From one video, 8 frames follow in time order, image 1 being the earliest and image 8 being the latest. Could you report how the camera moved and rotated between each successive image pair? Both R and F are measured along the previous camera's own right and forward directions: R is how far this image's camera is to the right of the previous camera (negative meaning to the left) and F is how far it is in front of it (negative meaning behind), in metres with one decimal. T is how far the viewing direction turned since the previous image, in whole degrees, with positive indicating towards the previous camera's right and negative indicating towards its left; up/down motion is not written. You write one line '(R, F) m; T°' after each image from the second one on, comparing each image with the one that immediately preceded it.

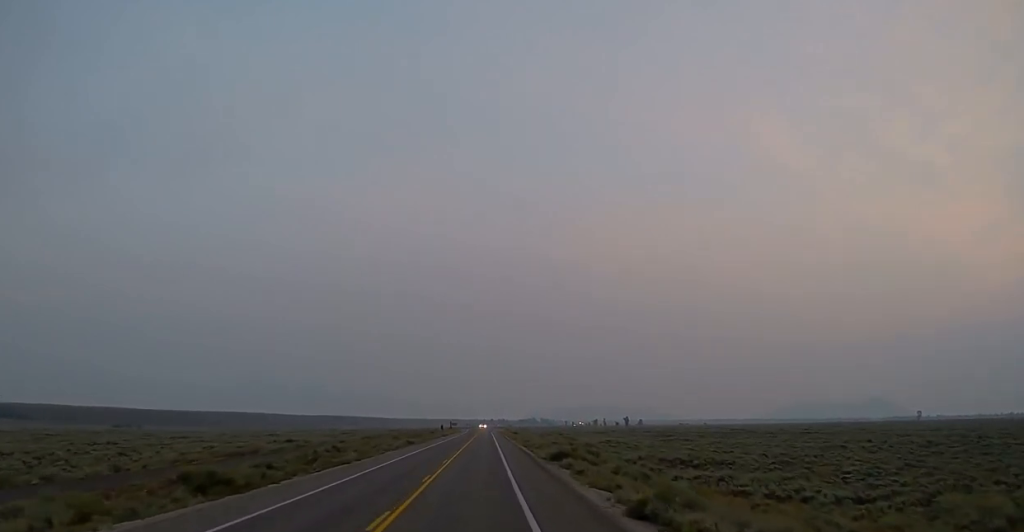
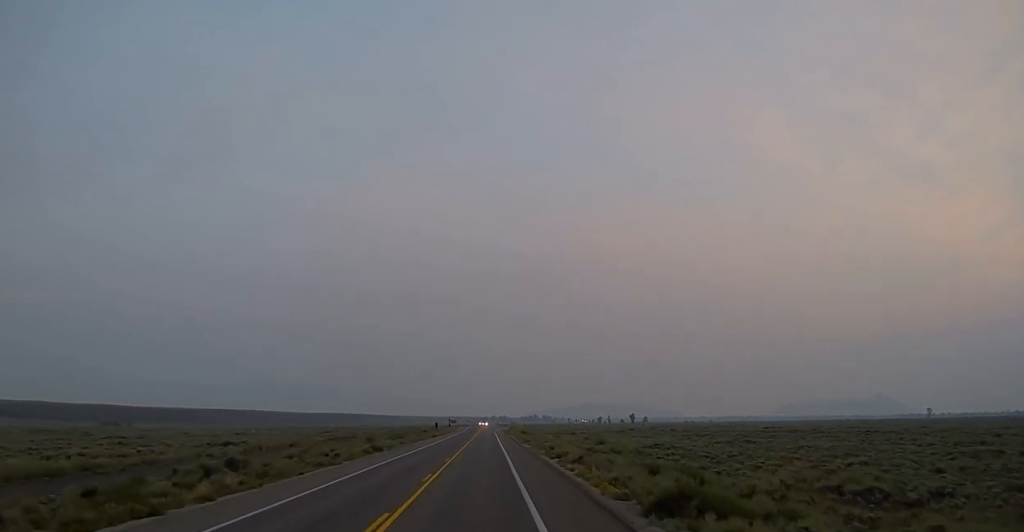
(+0.1, +26.4) m; 0°
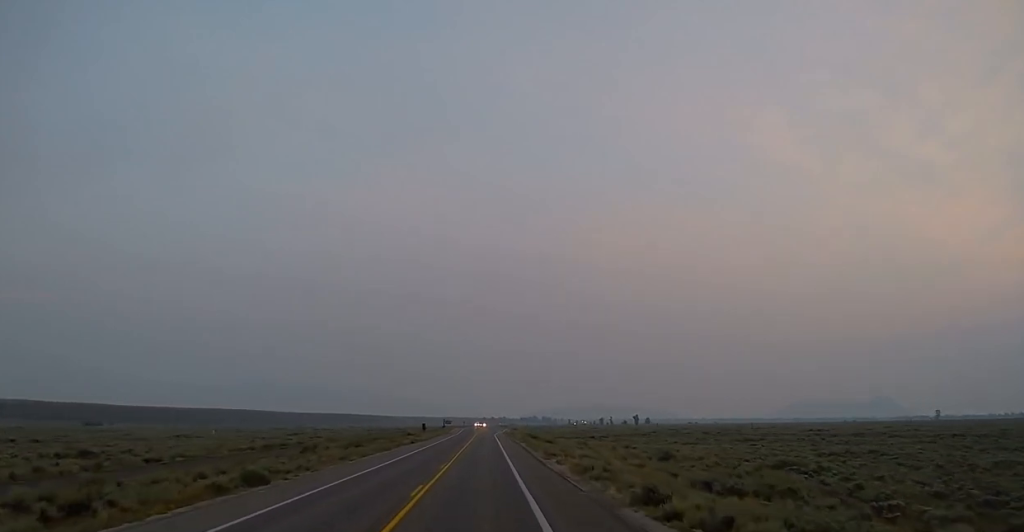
(-0.1, +28.7) m; 0°
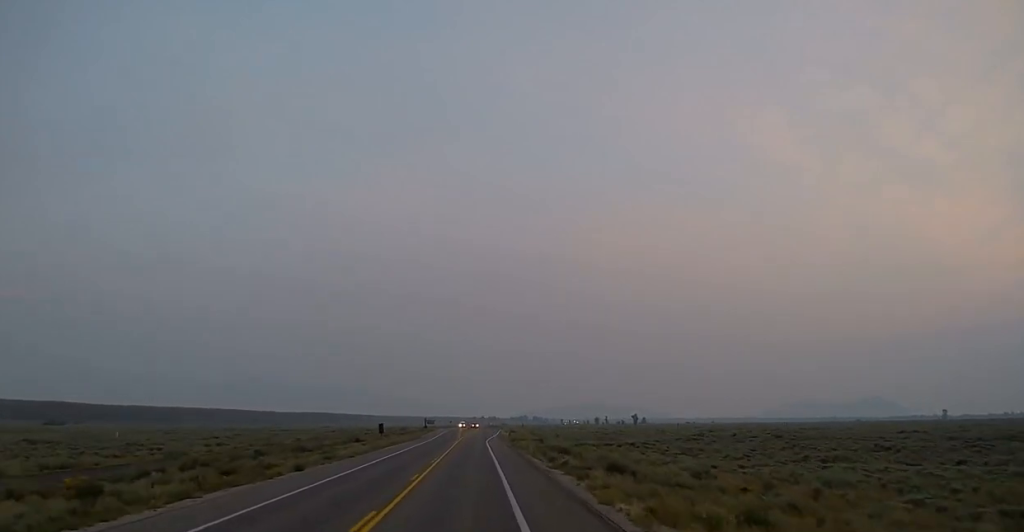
(+0.6, +41.9) m; +1°
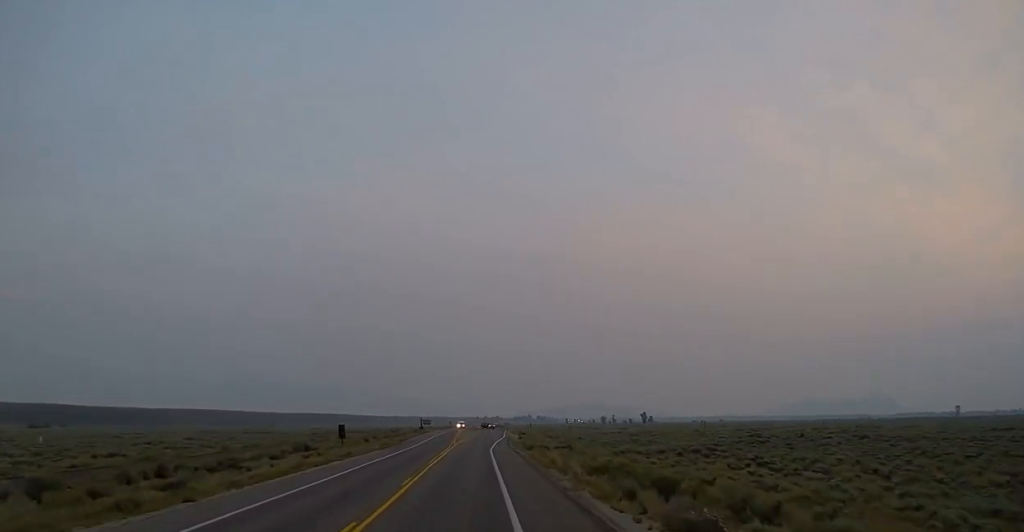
(+0.1, +26.3) m; 0°
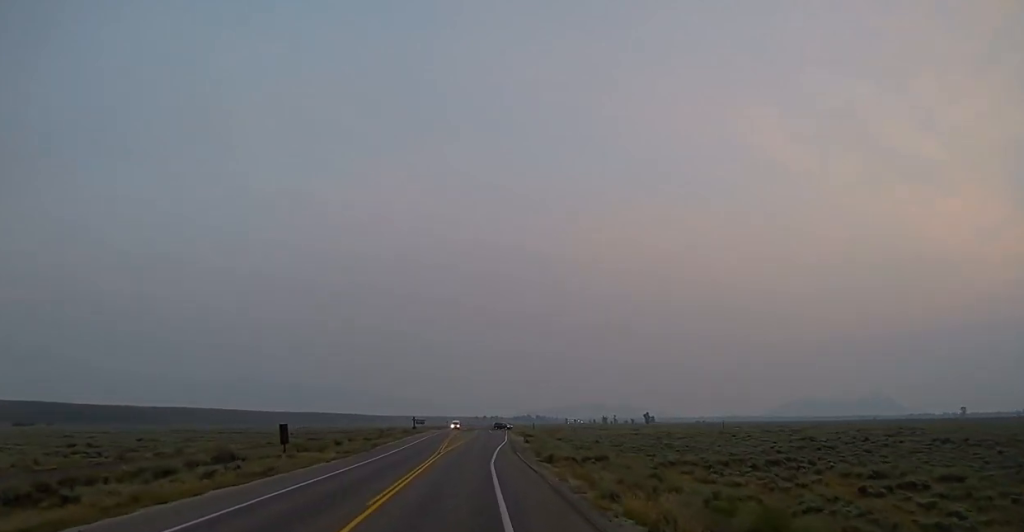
(-0.3, +18.9) m; 0°
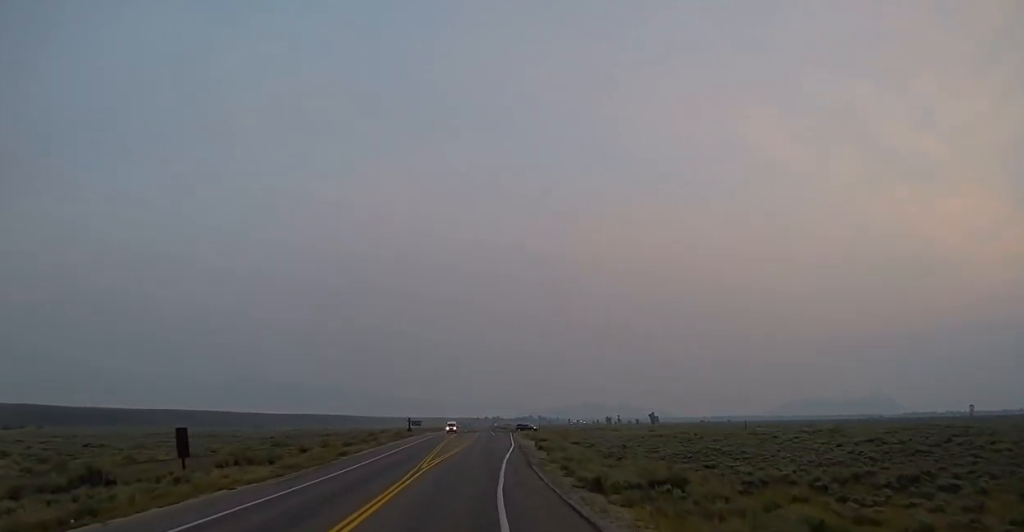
(+0.2, +16.0) m; 0°
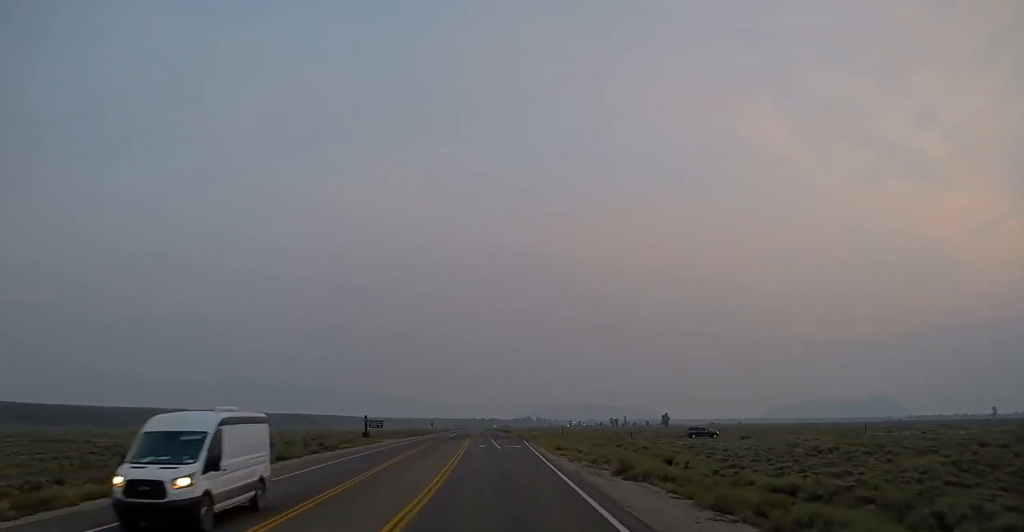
(-0.3, +59.5) m; -1°
